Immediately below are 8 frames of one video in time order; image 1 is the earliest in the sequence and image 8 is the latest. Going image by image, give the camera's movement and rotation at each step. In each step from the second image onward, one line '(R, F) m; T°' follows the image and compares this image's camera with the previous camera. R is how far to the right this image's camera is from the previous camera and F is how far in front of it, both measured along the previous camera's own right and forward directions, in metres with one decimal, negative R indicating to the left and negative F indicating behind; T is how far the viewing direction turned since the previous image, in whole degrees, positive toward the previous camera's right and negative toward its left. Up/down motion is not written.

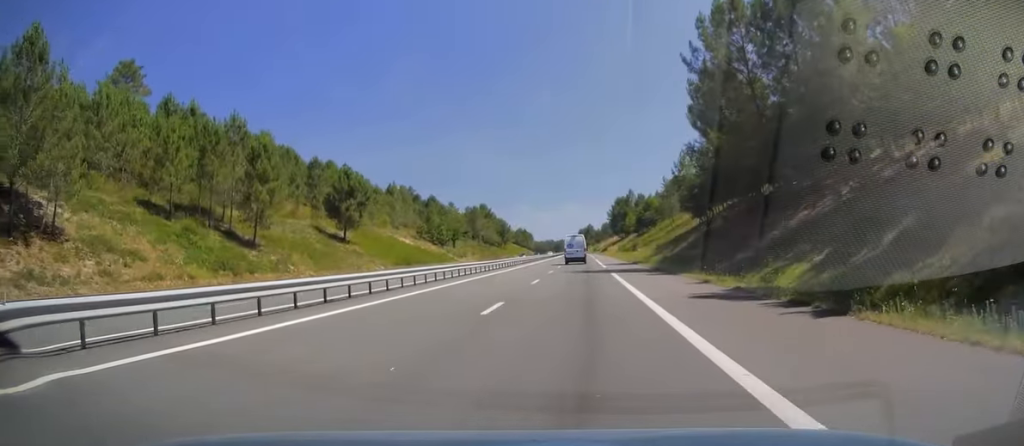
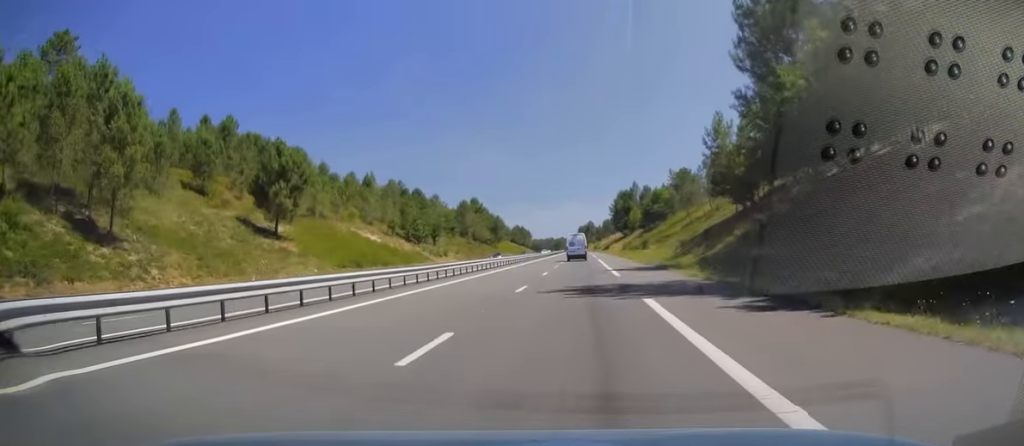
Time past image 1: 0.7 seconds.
(0.0, +19.6) m; 0°
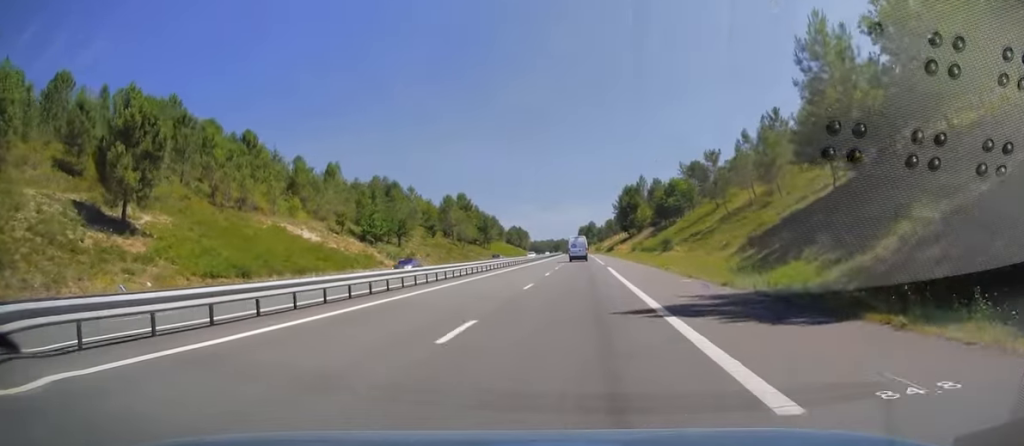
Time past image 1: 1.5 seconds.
(+0.1, +24.4) m; 0°
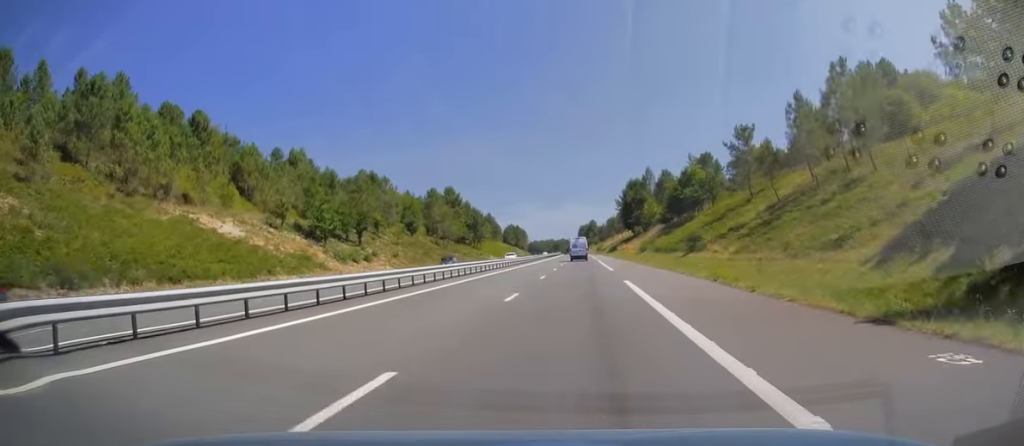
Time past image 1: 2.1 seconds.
(+0.2, +18.5) m; 0°
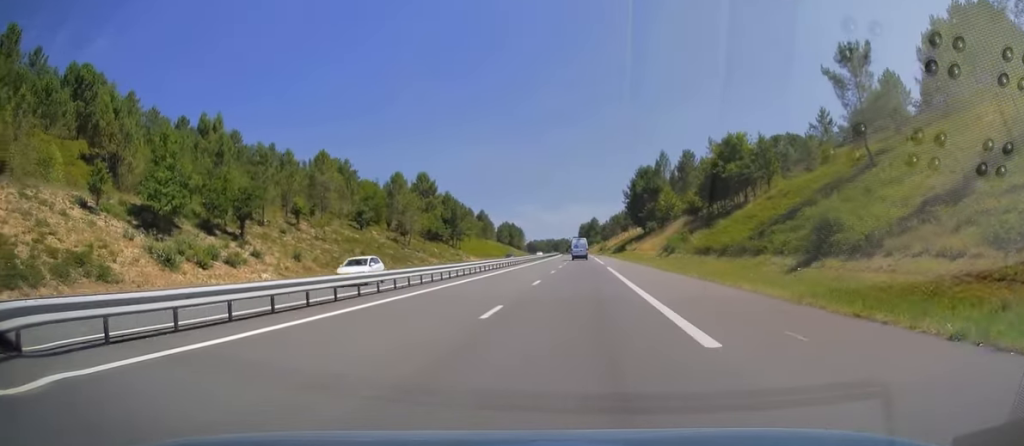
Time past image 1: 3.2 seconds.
(-0.4, +30.8) m; -1°
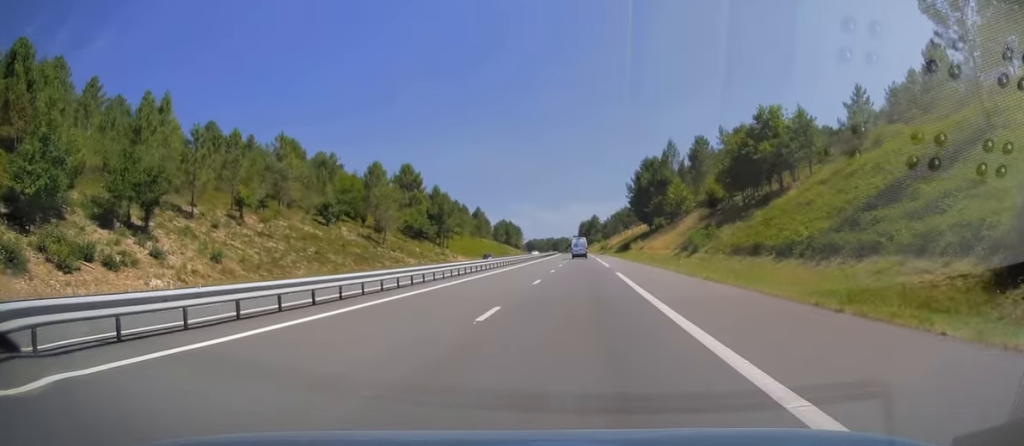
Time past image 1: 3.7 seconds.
(0.0, +13.7) m; 0°
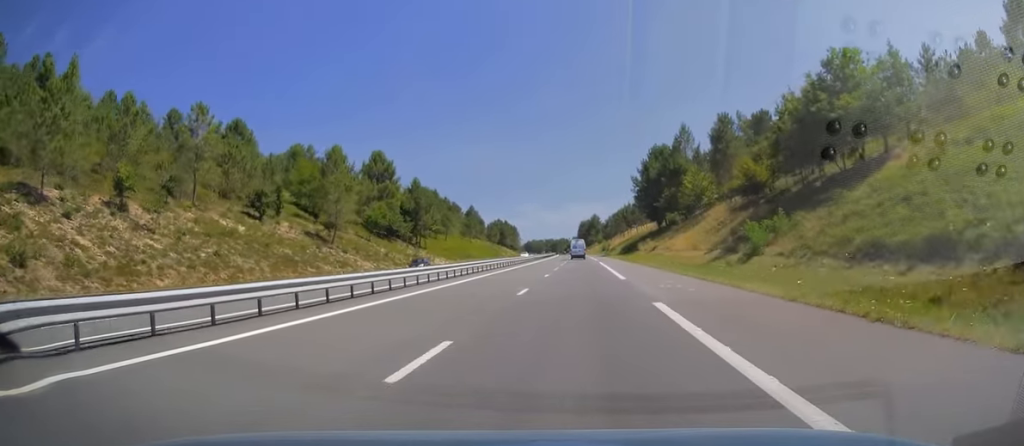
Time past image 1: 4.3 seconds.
(0.0, +19.1) m; 0°
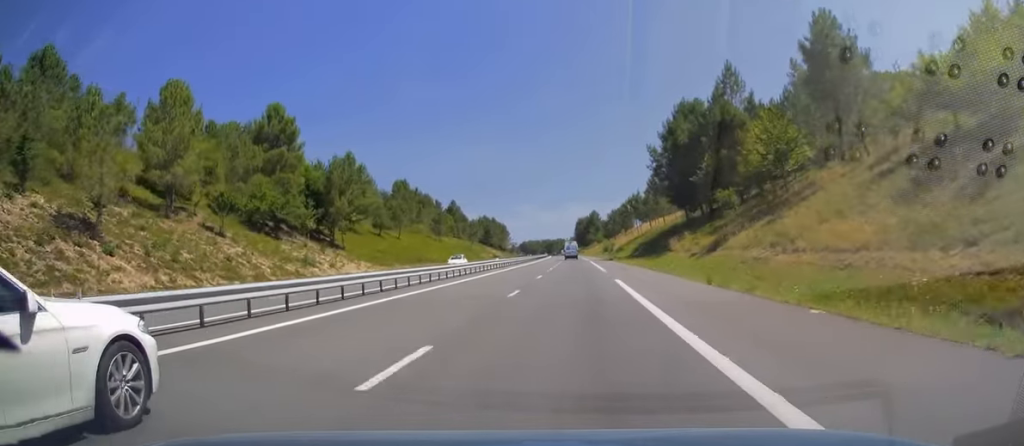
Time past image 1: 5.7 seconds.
(0.0, +40.1) m; 0°
